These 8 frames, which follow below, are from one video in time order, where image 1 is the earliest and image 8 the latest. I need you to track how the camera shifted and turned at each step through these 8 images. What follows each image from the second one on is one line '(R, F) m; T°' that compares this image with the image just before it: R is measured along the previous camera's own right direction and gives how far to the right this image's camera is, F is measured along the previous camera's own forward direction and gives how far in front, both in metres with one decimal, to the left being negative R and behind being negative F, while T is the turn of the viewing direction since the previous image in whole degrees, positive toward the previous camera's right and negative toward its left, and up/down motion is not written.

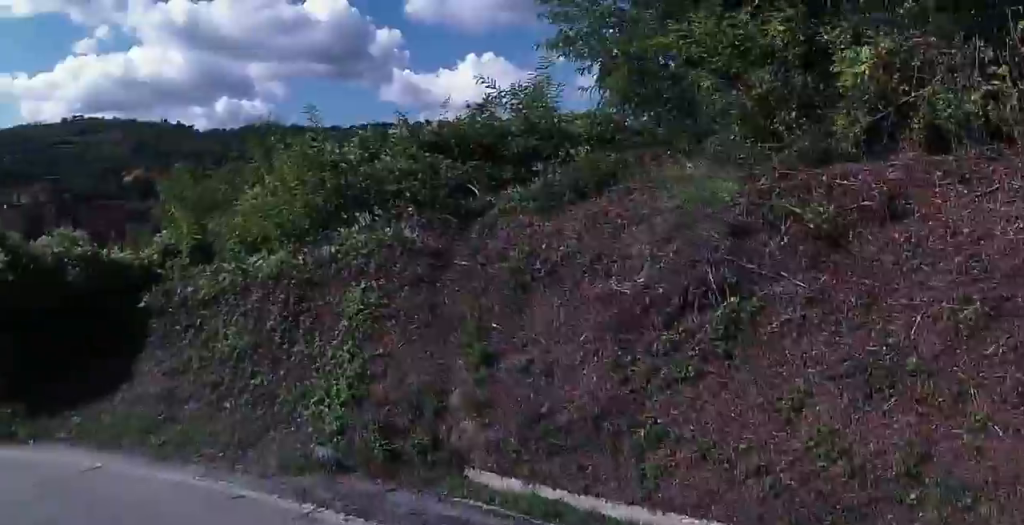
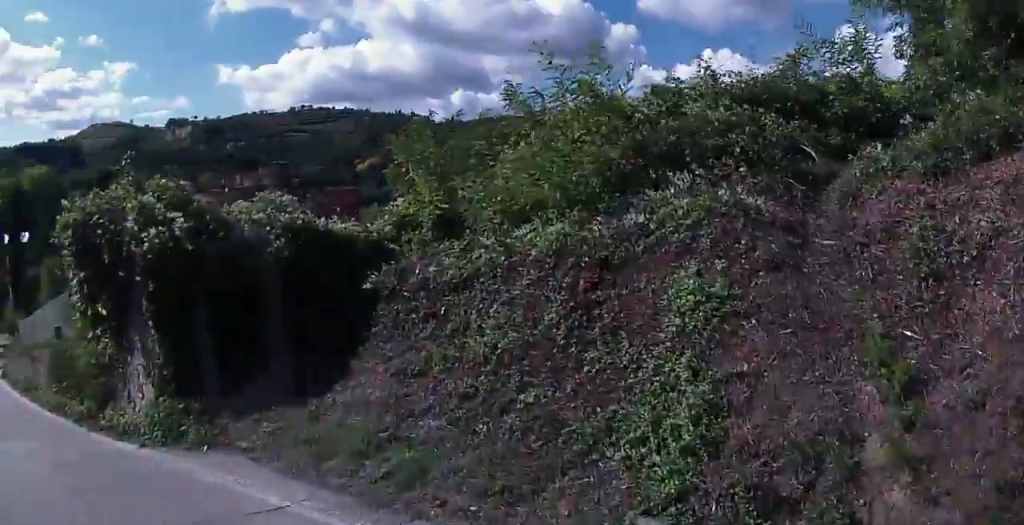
(-0.7, +2.9) m; -25°
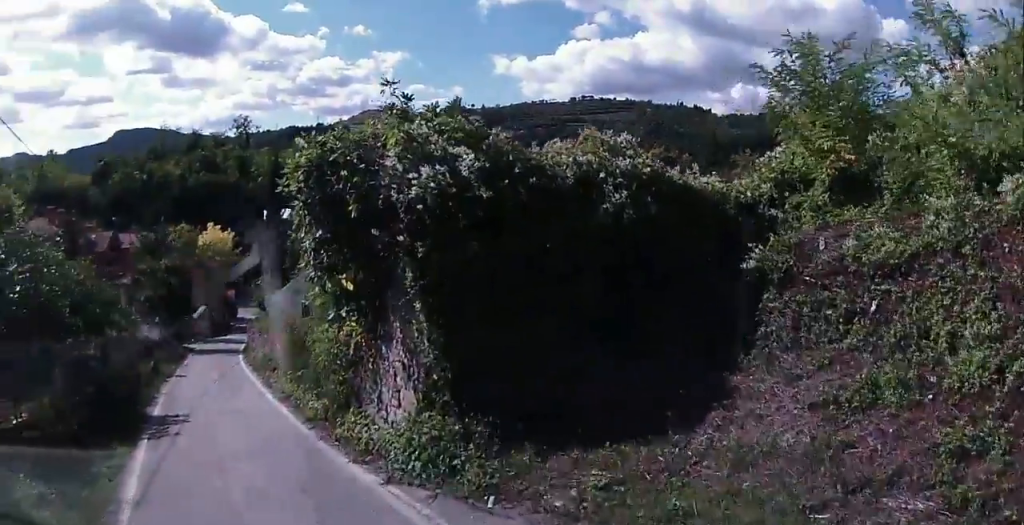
(-0.9, +3.3) m; -25°
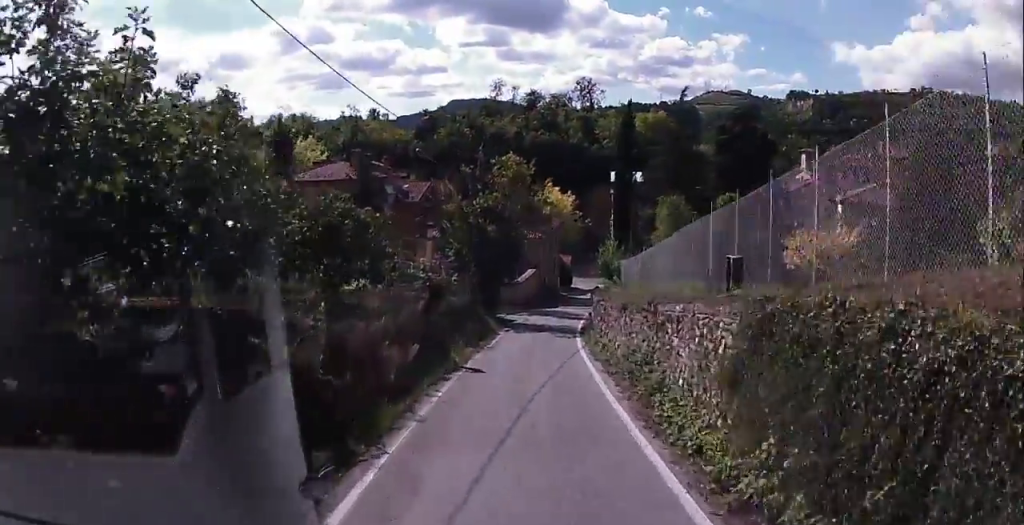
(-2.8, +10.8) m; -19°
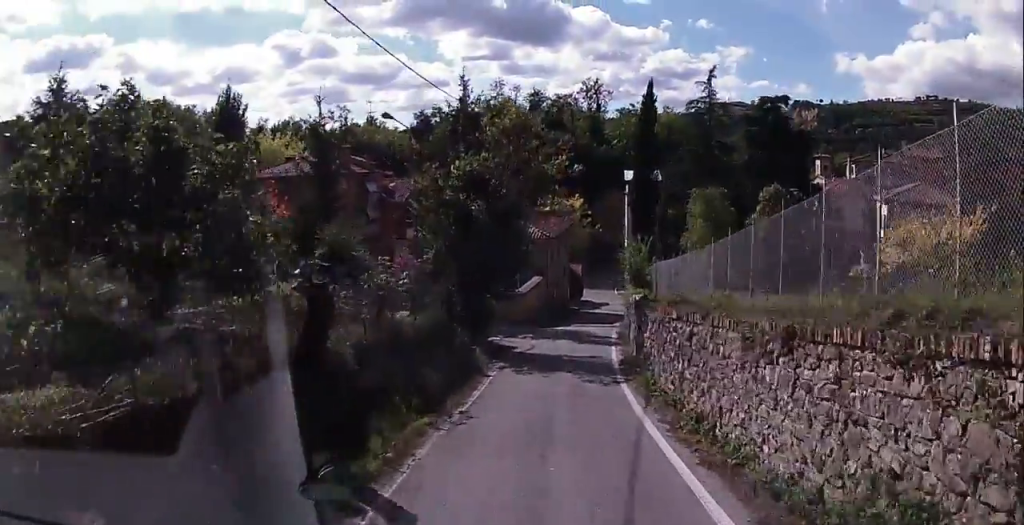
(-0.7, +10.0) m; -3°
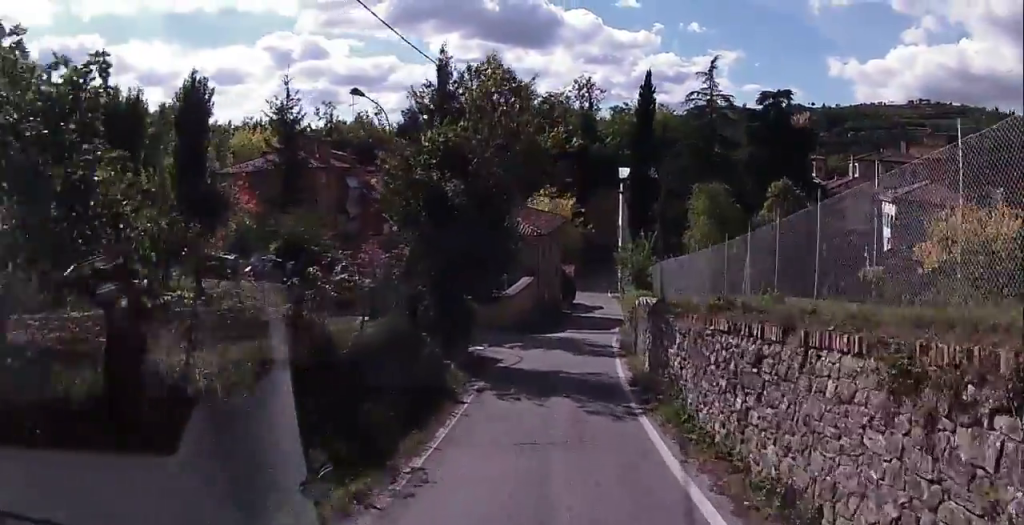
(0.0, +3.6) m; +1°
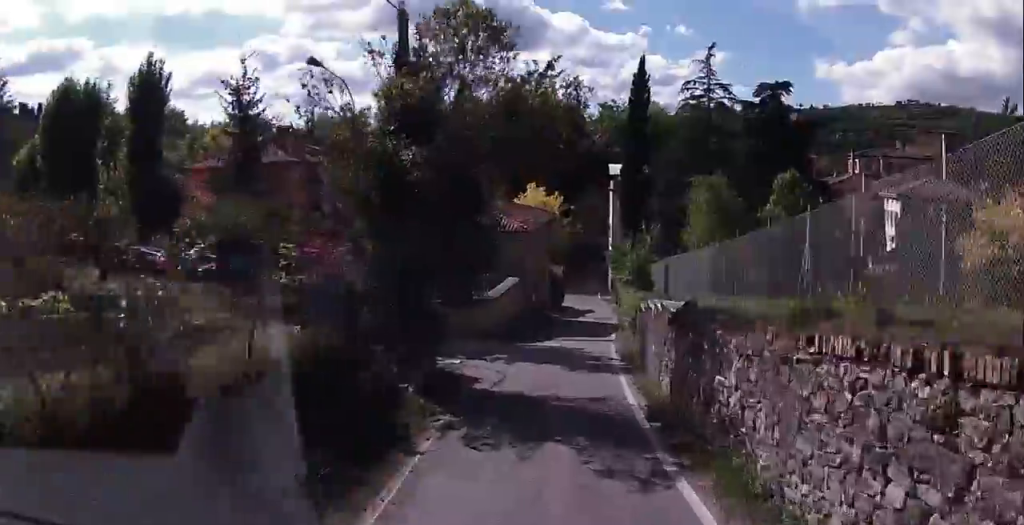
(+0.1, +3.7) m; +1°
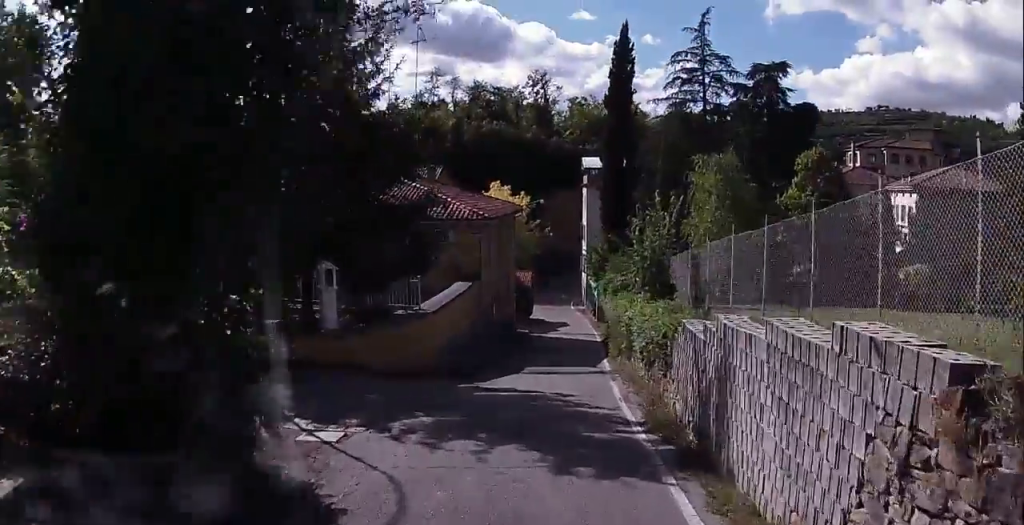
(+0.2, +9.2) m; +3°
